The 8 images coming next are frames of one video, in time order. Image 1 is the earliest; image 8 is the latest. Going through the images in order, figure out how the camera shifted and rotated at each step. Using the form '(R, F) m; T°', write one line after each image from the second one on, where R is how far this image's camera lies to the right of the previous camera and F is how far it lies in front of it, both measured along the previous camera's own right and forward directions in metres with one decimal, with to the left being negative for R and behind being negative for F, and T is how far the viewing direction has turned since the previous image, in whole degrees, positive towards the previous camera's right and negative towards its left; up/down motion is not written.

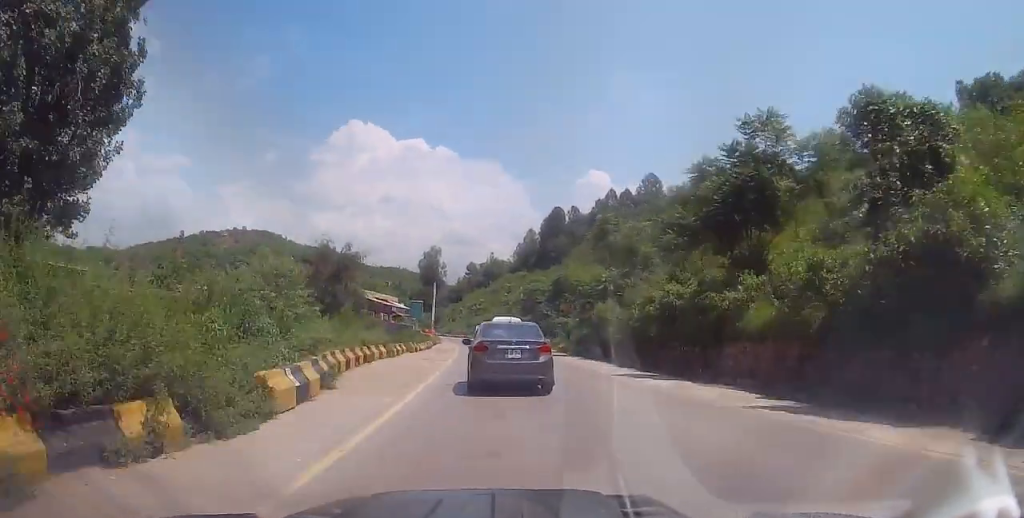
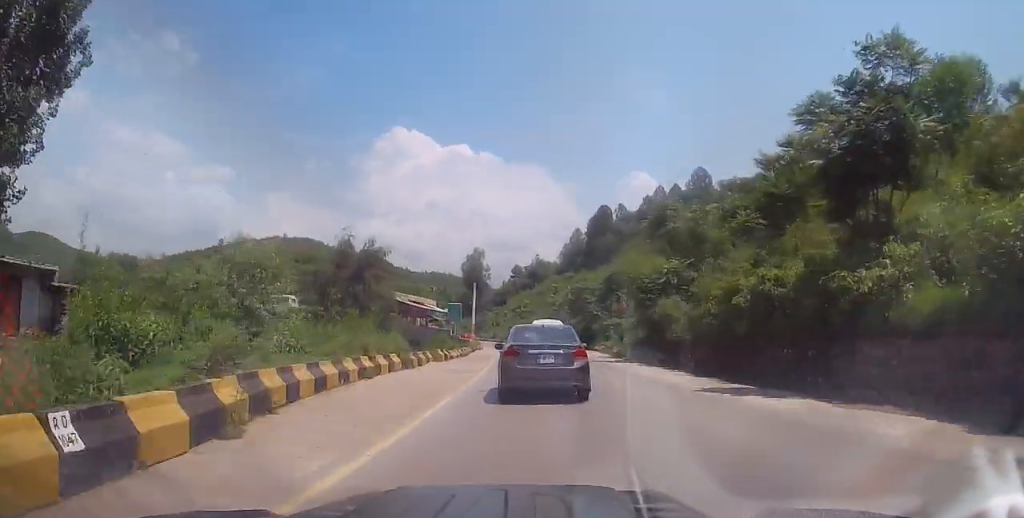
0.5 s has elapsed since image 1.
(0.0, +5.9) m; -3°
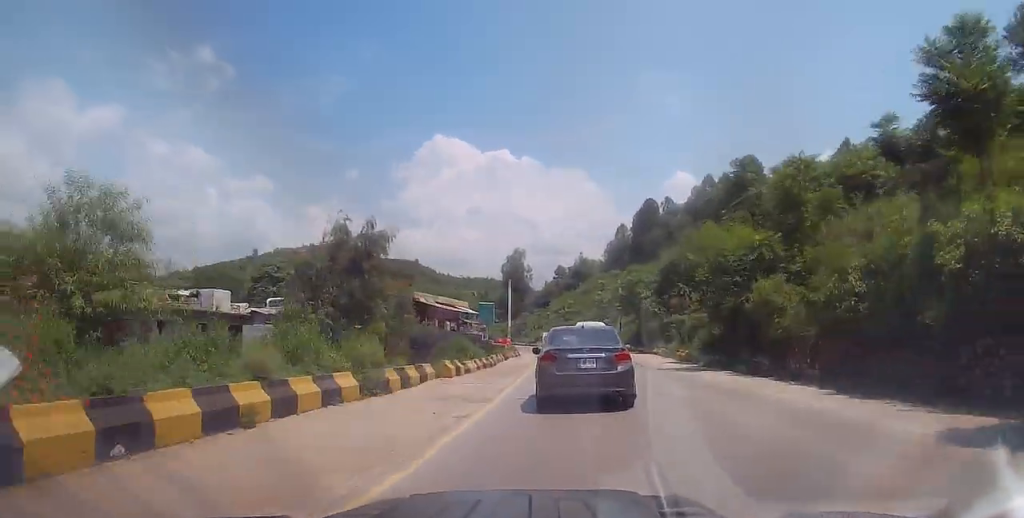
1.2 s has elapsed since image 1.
(-0.6, +9.1) m; -4°
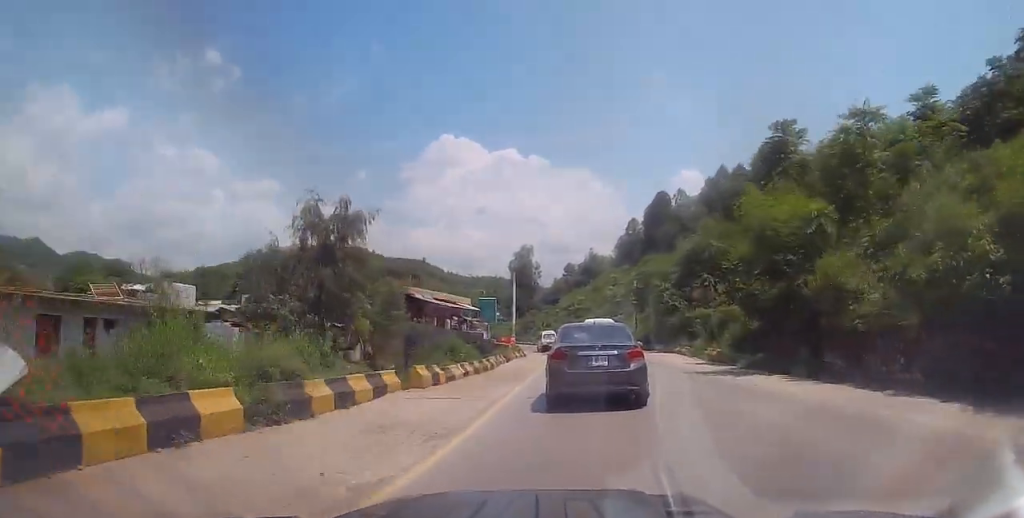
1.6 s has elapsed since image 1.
(-0.2, +5.4) m; -2°
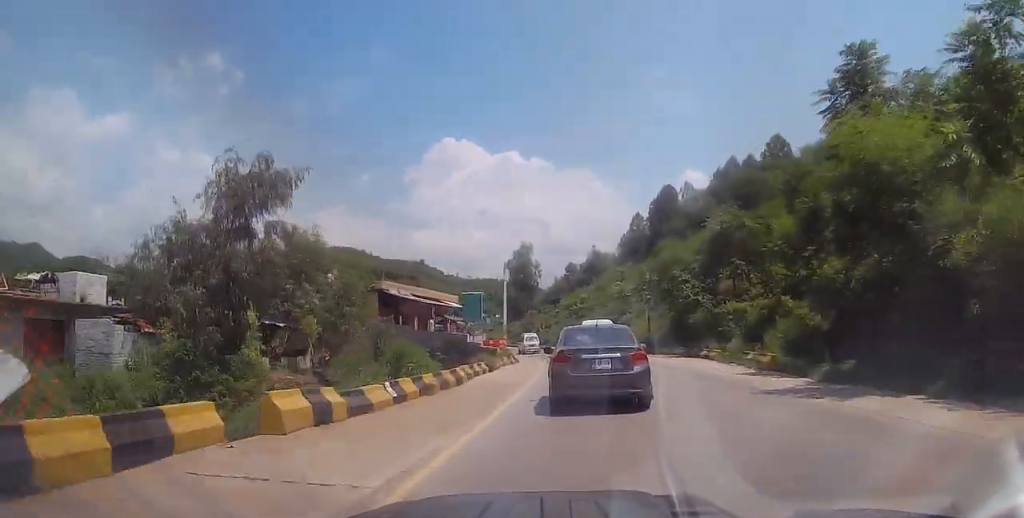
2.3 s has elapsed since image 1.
(0.0, +7.9) m; -1°
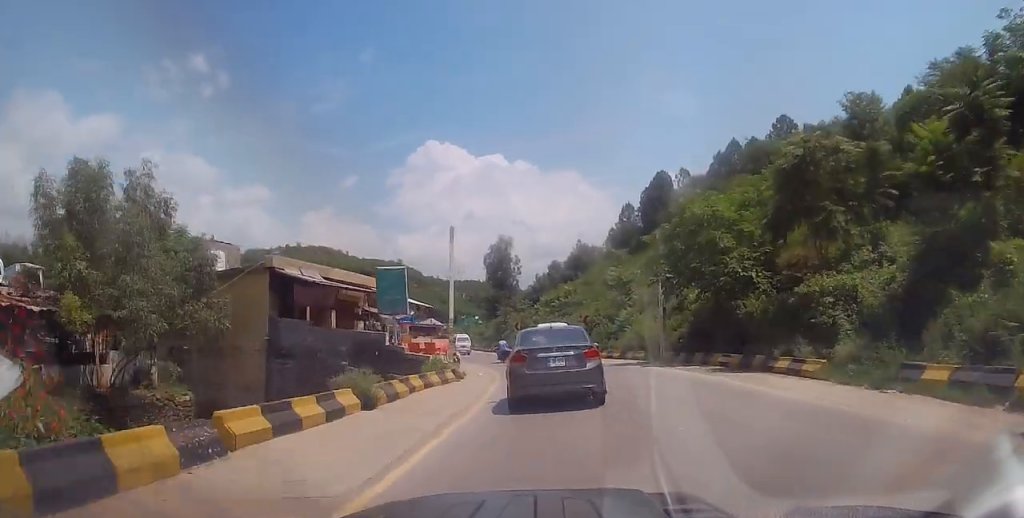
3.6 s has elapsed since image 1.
(-0.3, +14.5) m; 0°
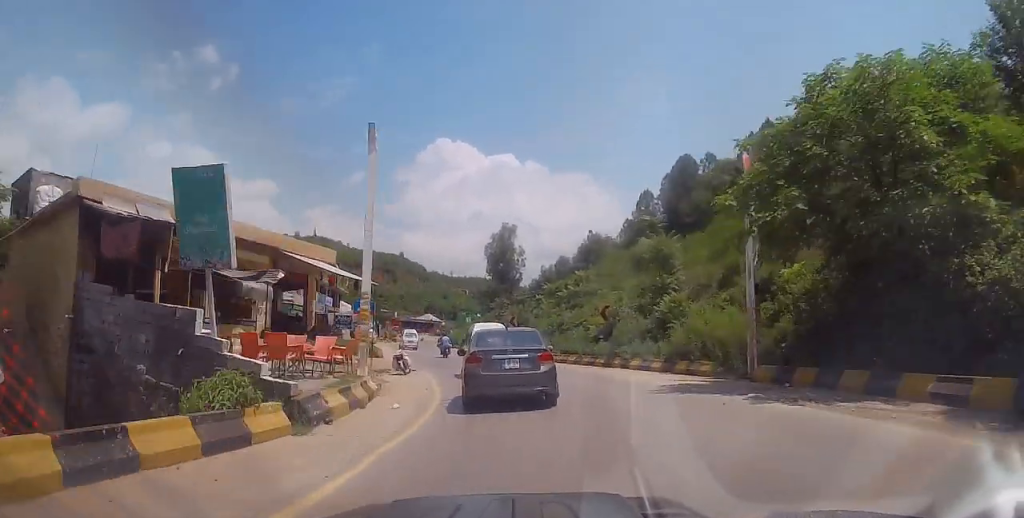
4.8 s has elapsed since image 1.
(+0.2, +14.0) m; -2°
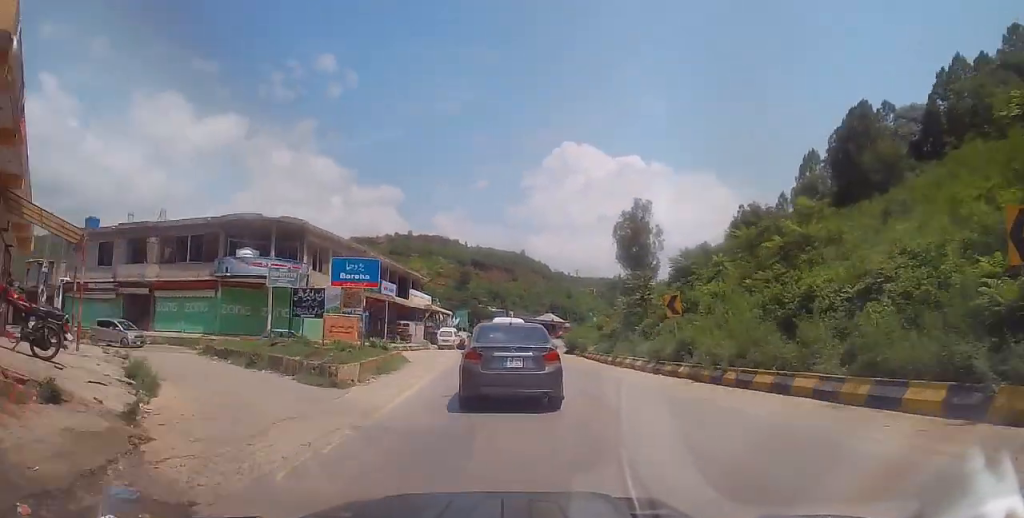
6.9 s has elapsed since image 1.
(-1.5, +23.9) m; -10°
